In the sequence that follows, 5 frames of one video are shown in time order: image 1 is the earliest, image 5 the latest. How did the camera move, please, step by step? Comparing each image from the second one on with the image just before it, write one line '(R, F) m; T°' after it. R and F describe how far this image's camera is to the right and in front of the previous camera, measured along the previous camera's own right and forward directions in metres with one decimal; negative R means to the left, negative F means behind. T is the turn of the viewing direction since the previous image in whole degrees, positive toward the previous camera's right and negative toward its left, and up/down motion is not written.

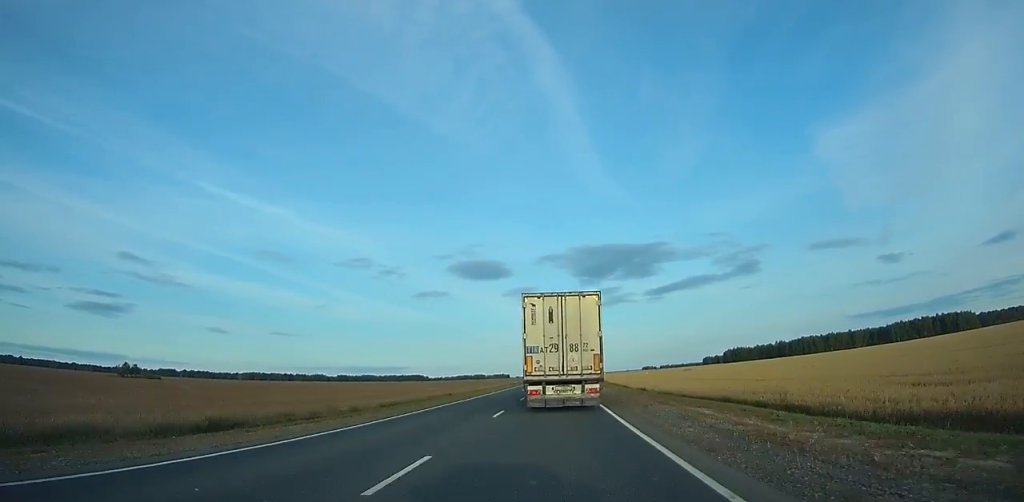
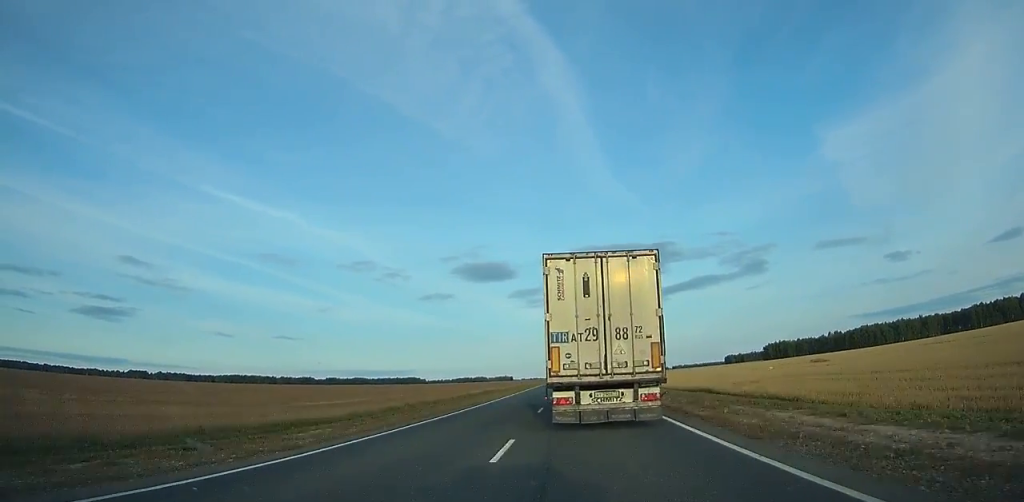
(+0.6, +142.5) m; 0°
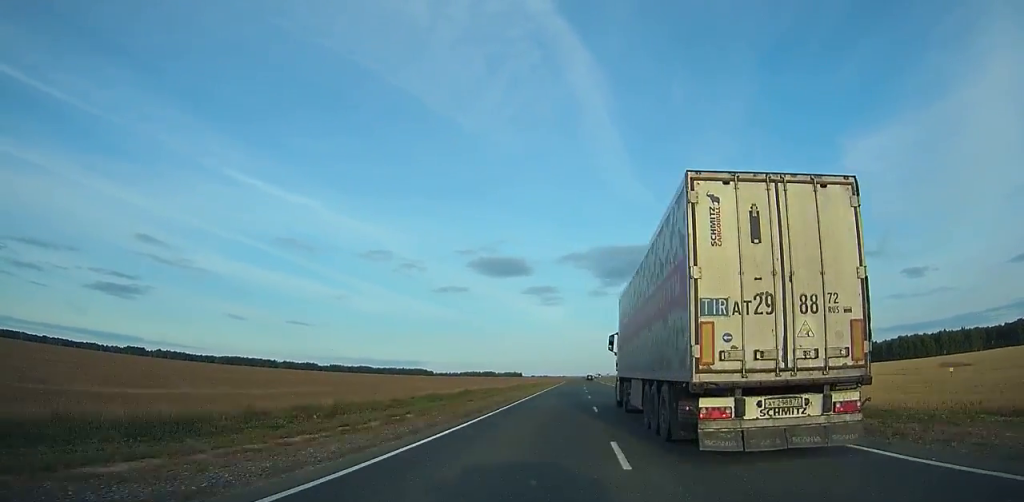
(+0.1, +48.3) m; 0°
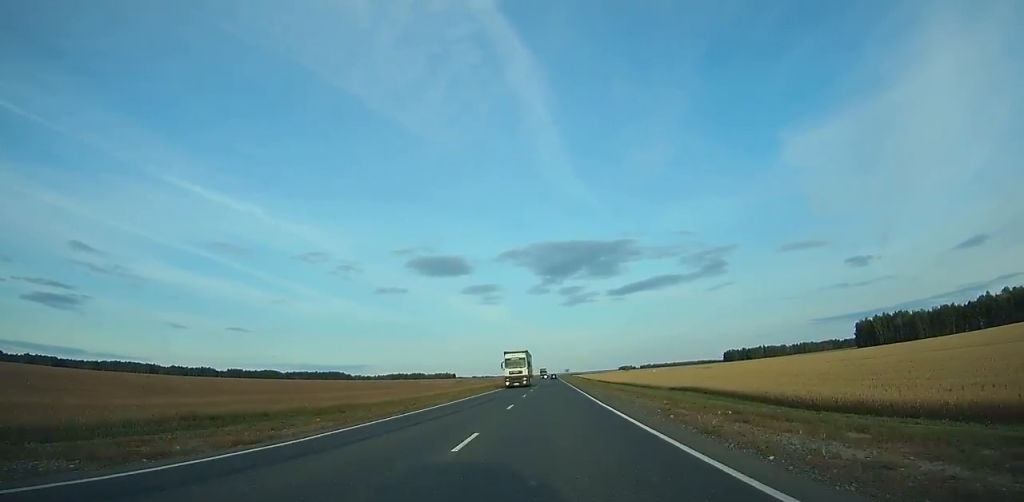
(+6.0, +254.3) m; +4°
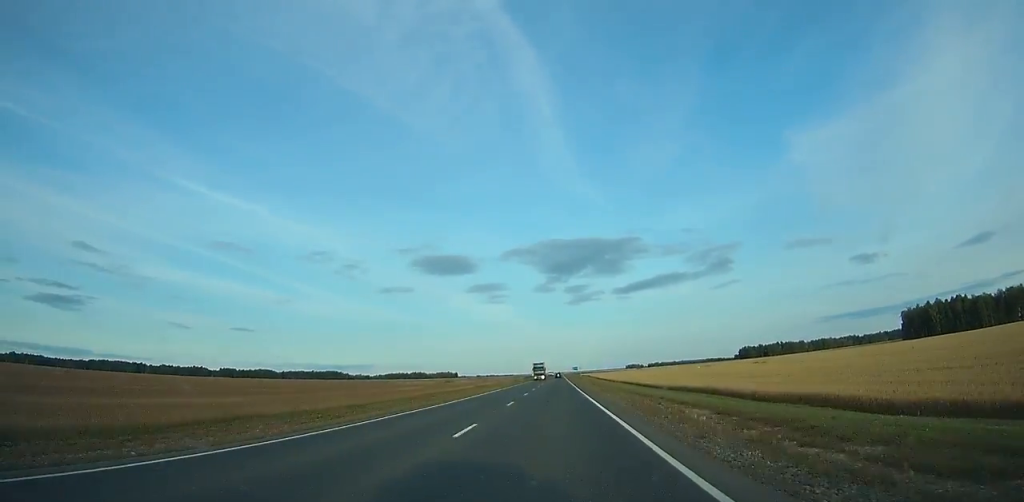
(+0.5, +58.0) m; 0°
